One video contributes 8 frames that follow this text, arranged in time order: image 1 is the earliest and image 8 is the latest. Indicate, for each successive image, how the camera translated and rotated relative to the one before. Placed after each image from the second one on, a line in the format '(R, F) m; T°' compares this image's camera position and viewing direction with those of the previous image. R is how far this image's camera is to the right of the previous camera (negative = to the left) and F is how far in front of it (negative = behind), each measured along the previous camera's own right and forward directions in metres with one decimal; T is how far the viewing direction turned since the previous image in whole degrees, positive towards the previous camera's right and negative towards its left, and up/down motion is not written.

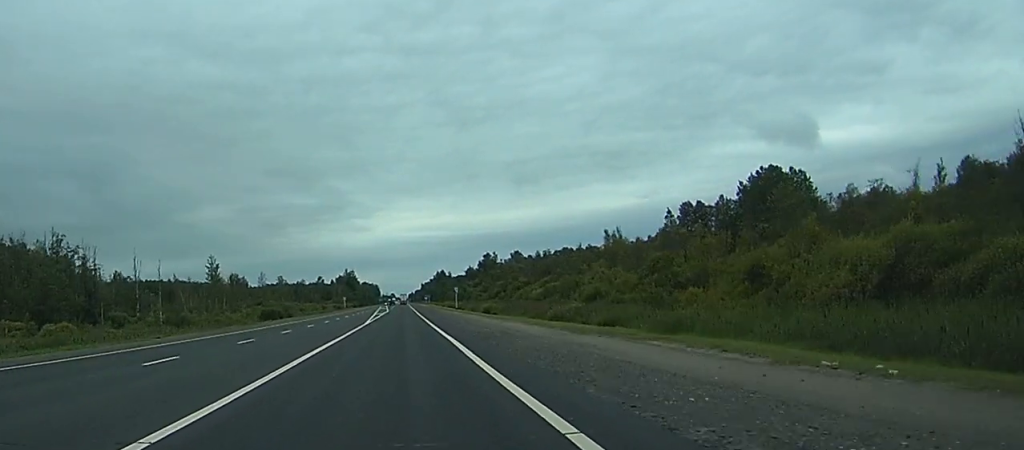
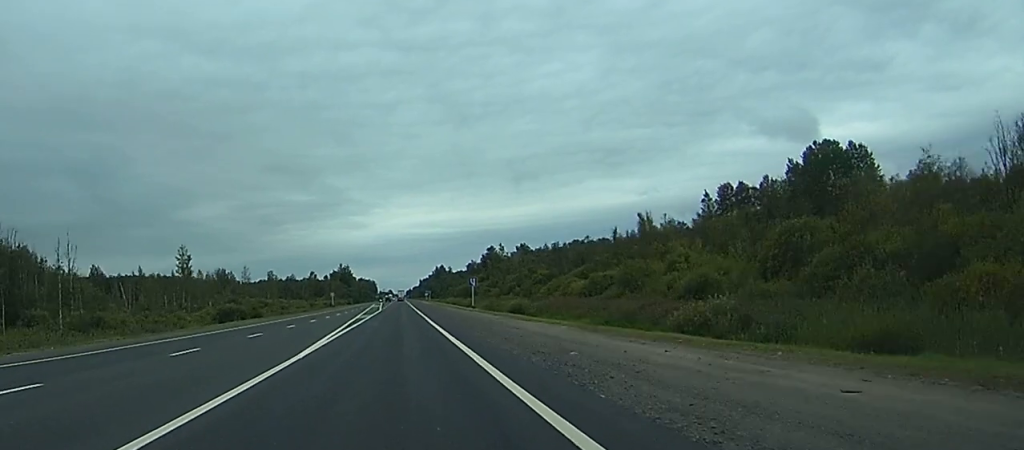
(-0.1, +33.0) m; 0°
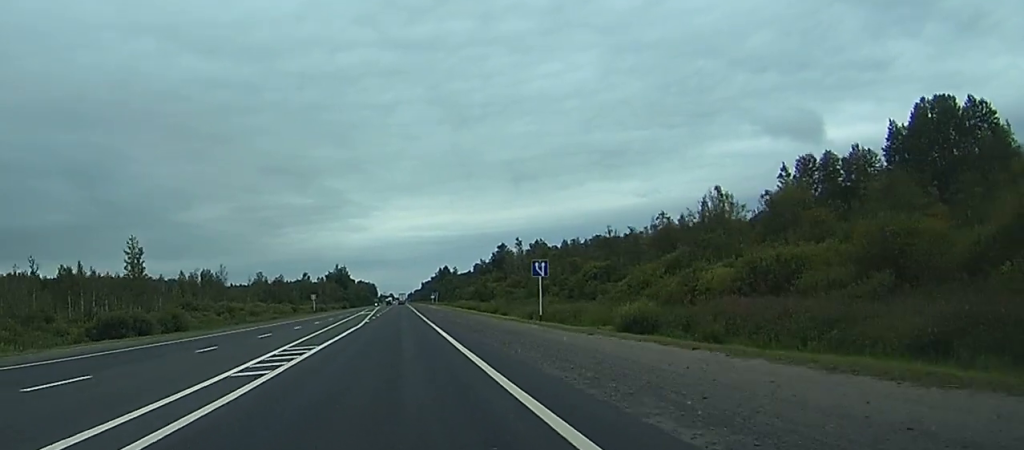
(0.0, +45.4) m; 0°
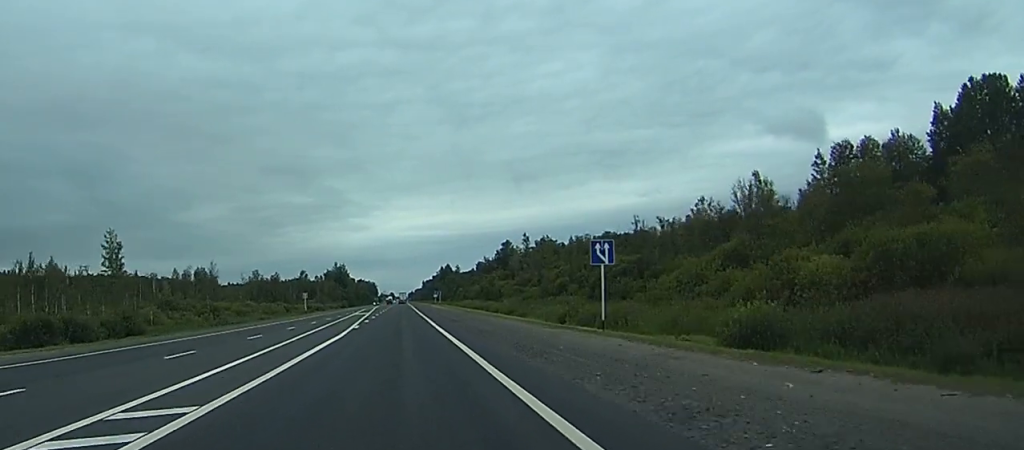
(0.0, +15.1) m; 0°
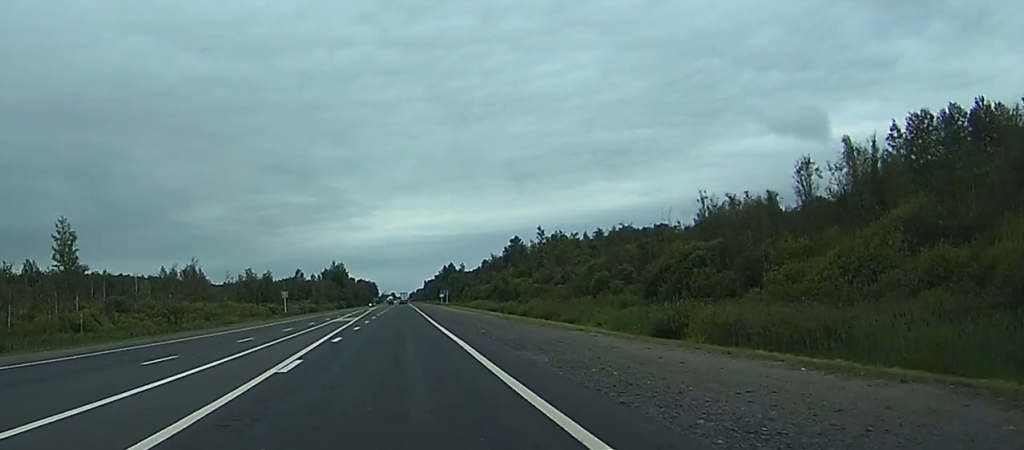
(0.0, +26.5) m; 0°
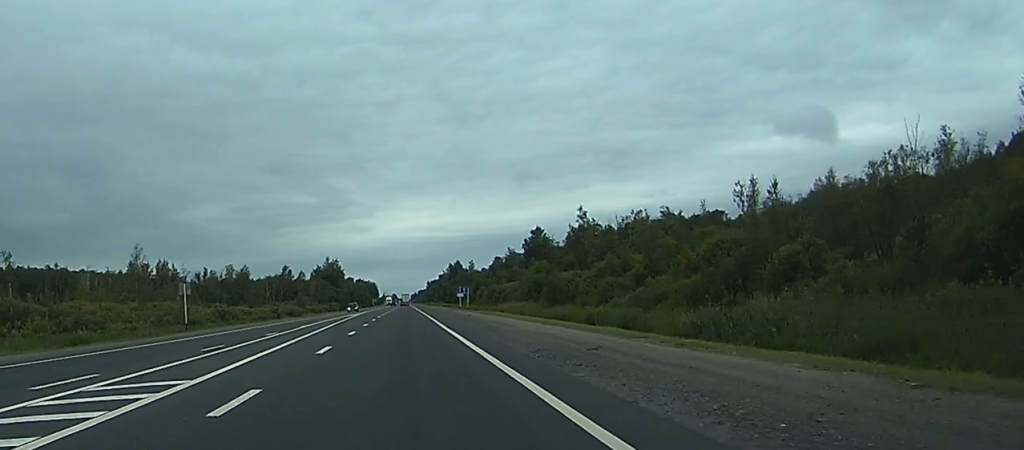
(-0.1, +54.9) m; 0°
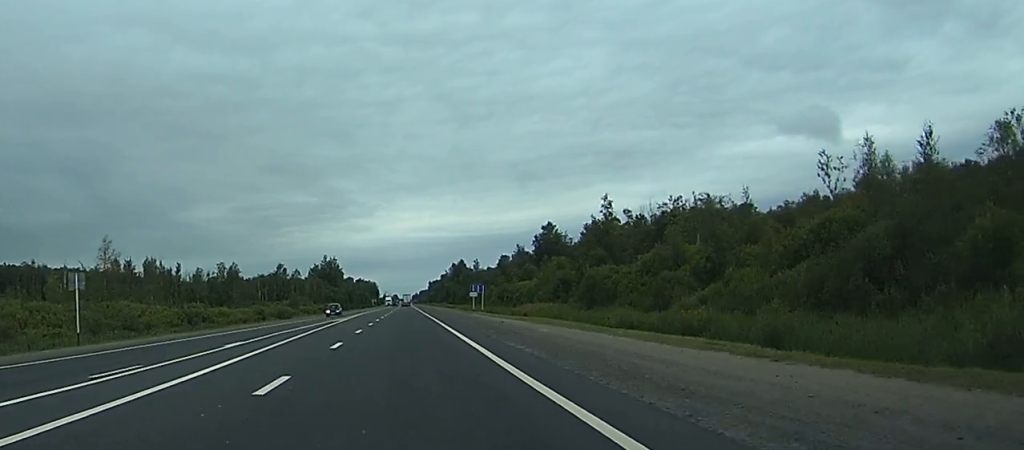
(0.0, +21.7) m; 0°
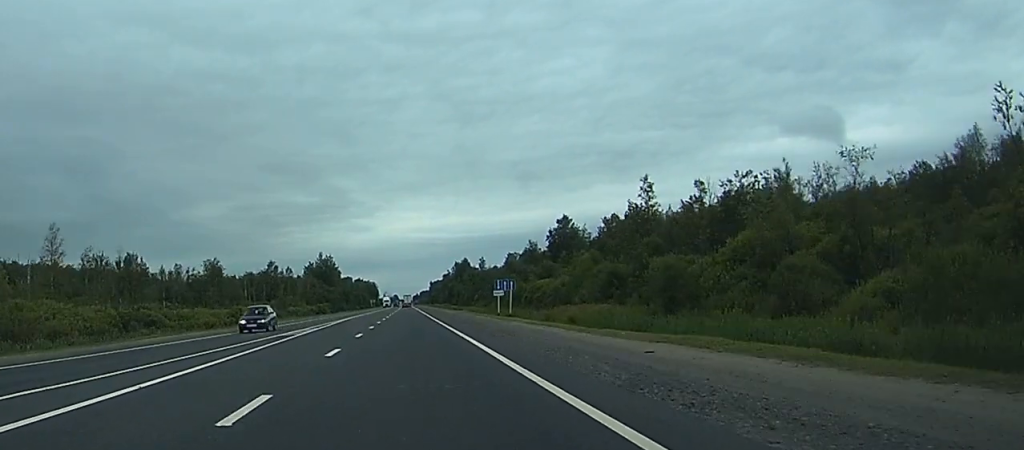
(0.0, +27.4) m; 0°
